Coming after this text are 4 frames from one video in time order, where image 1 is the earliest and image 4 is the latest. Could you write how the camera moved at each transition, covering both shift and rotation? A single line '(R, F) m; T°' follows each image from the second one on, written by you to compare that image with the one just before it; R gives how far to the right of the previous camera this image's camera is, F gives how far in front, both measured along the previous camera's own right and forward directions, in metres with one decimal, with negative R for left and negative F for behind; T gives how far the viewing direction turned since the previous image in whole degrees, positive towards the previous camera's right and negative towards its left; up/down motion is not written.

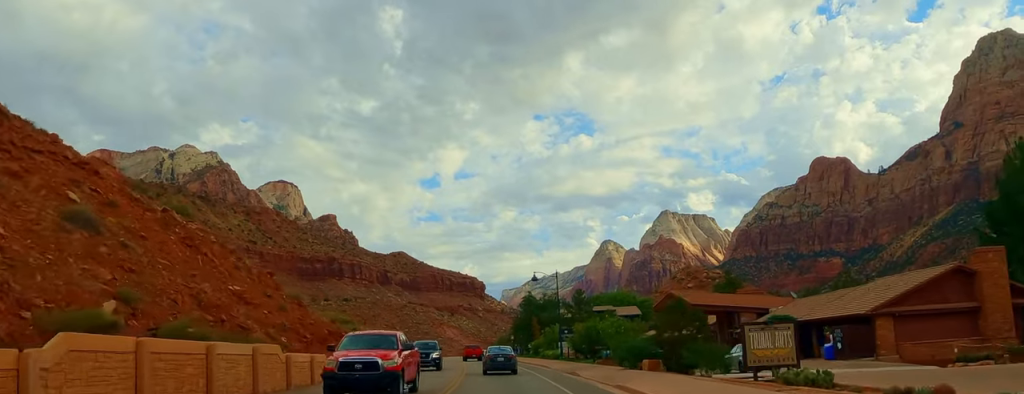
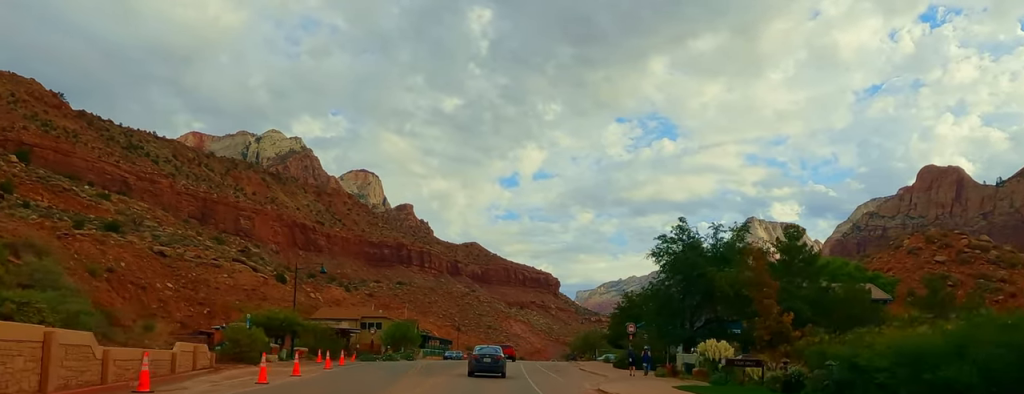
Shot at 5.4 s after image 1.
(-3.3, +69.7) m; -6°
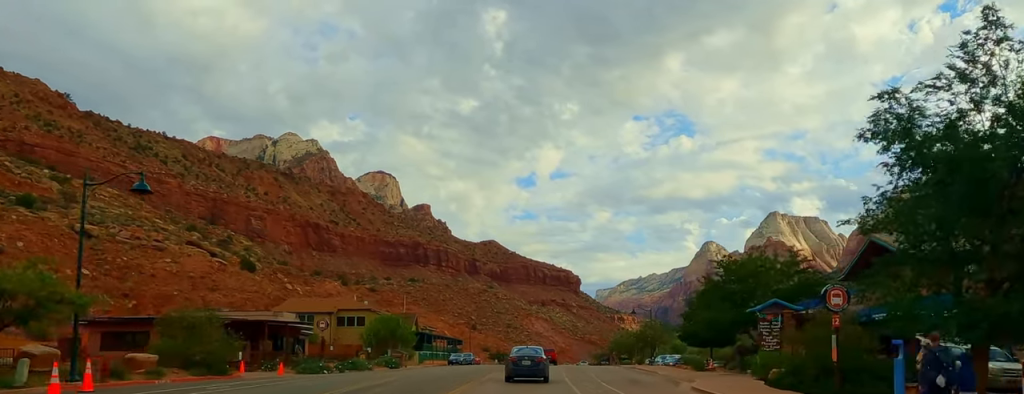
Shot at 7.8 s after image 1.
(-0.1, +29.0) m; 0°
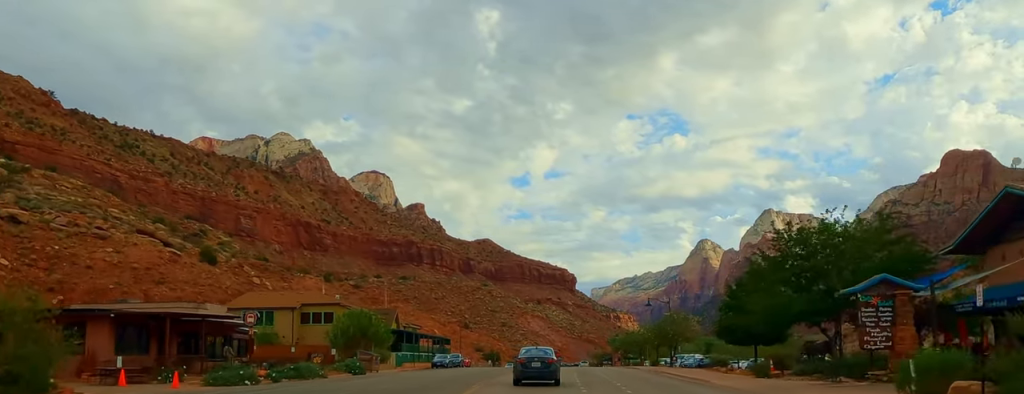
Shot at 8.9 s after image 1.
(0.0, +12.3) m; +1°
